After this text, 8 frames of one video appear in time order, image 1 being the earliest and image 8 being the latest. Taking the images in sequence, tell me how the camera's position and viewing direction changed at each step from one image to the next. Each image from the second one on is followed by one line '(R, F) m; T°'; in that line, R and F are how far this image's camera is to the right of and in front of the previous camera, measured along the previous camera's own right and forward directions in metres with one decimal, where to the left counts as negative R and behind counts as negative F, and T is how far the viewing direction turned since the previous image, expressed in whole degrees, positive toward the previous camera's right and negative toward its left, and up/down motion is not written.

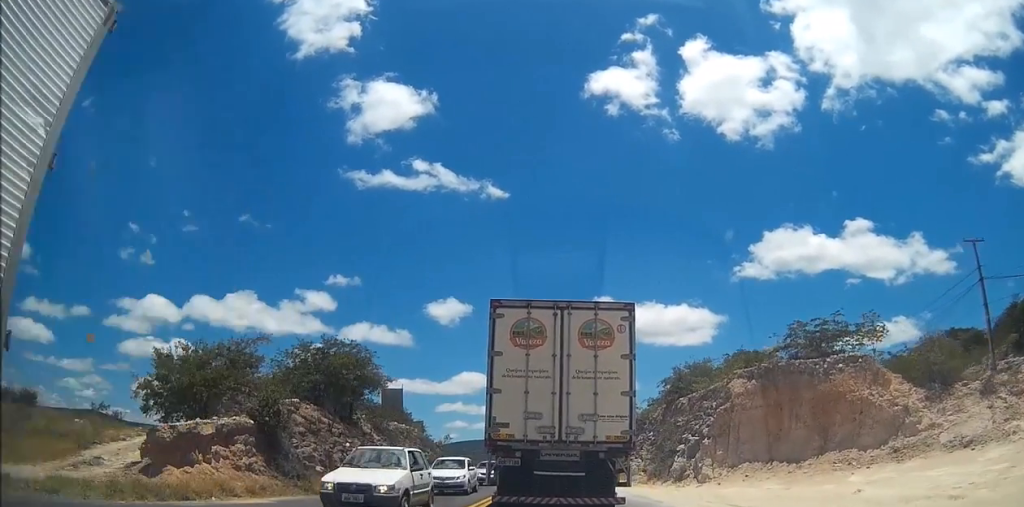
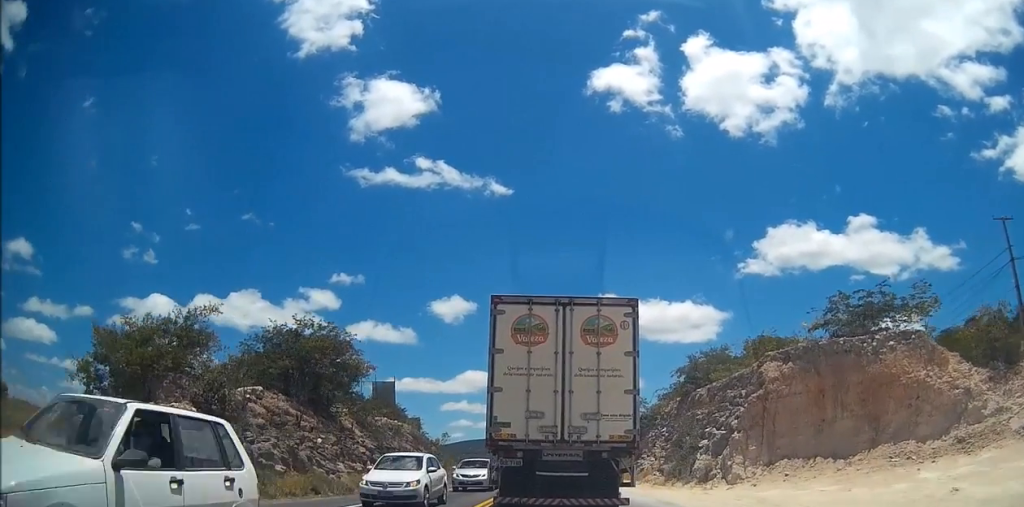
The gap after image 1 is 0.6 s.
(0.0, +3.8) m; 0°
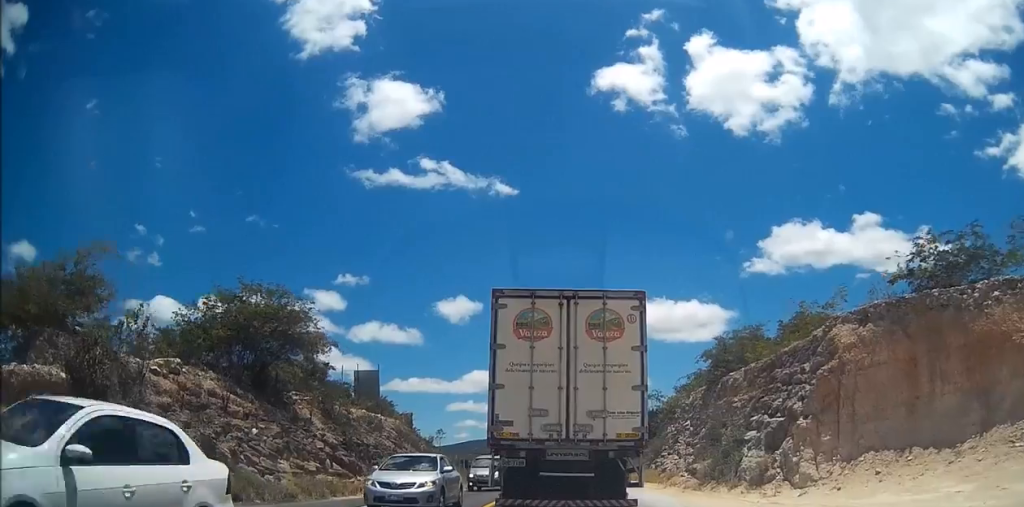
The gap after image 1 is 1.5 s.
(0.0, +5.8) m; -2°
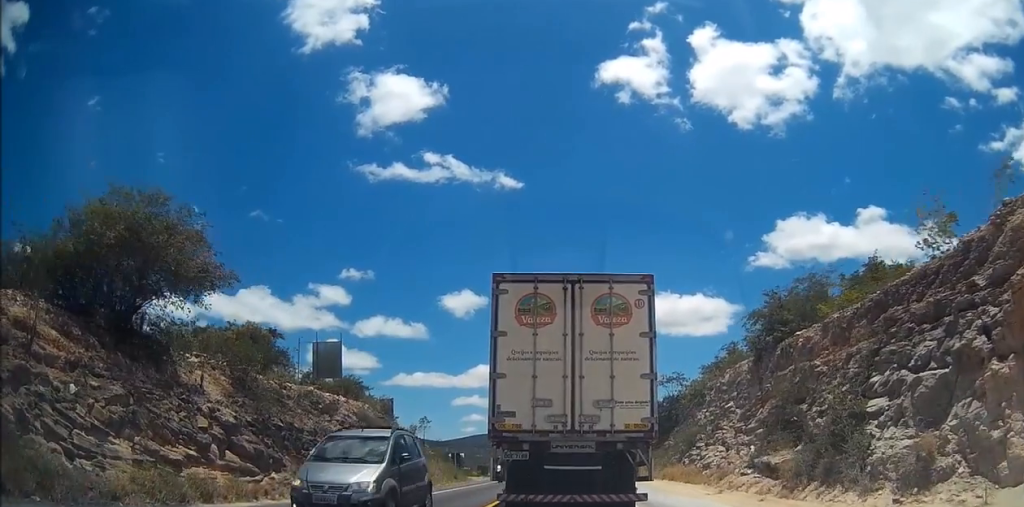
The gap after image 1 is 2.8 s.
(-0.1, +8.5) m; -1°
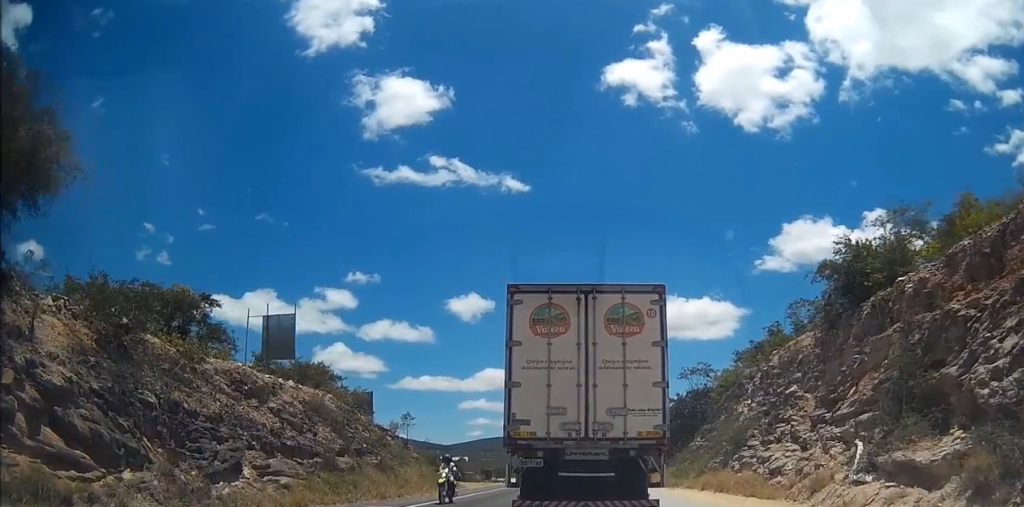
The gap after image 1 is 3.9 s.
(0.0, +7.3) m; 0°
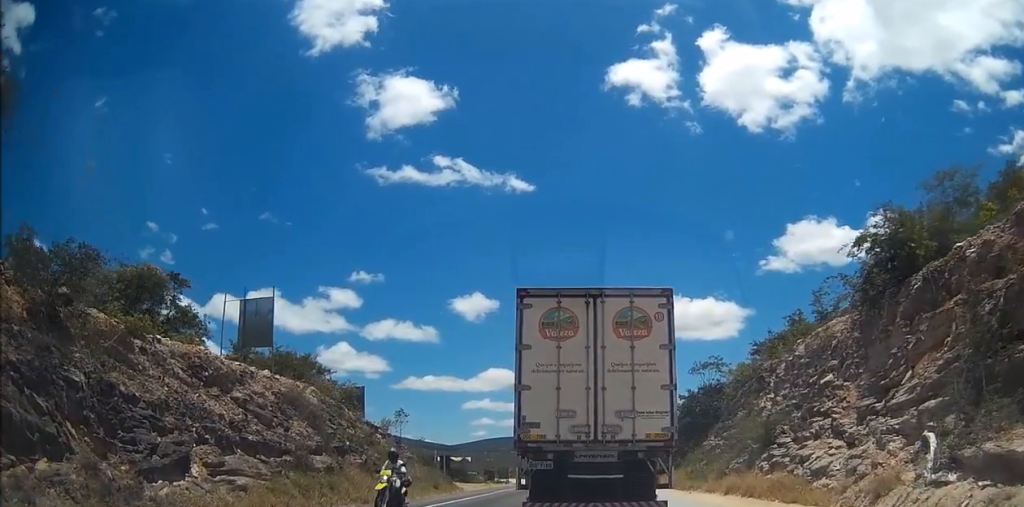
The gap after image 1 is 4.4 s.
(0.0, +2.8) m; 0°
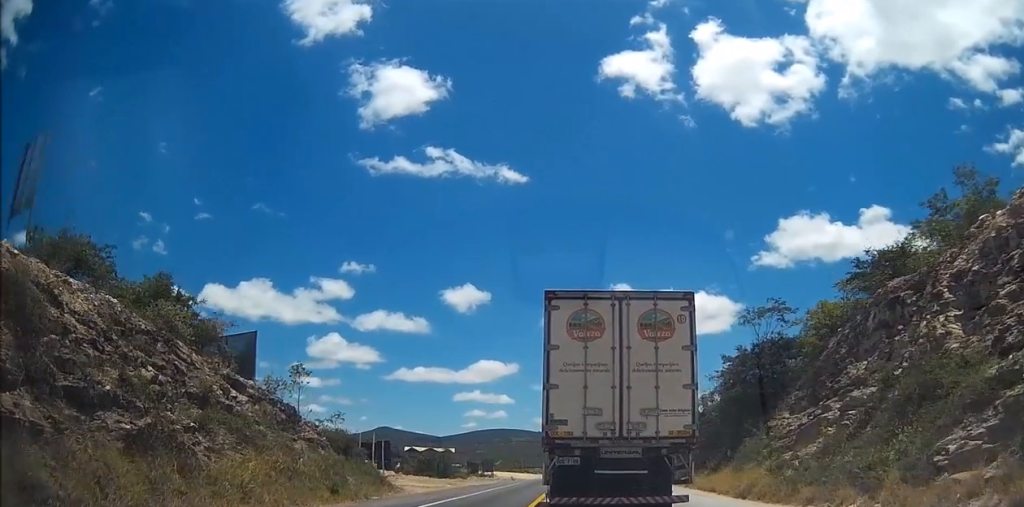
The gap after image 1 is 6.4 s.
(+0.1, +14.1) m; +2°
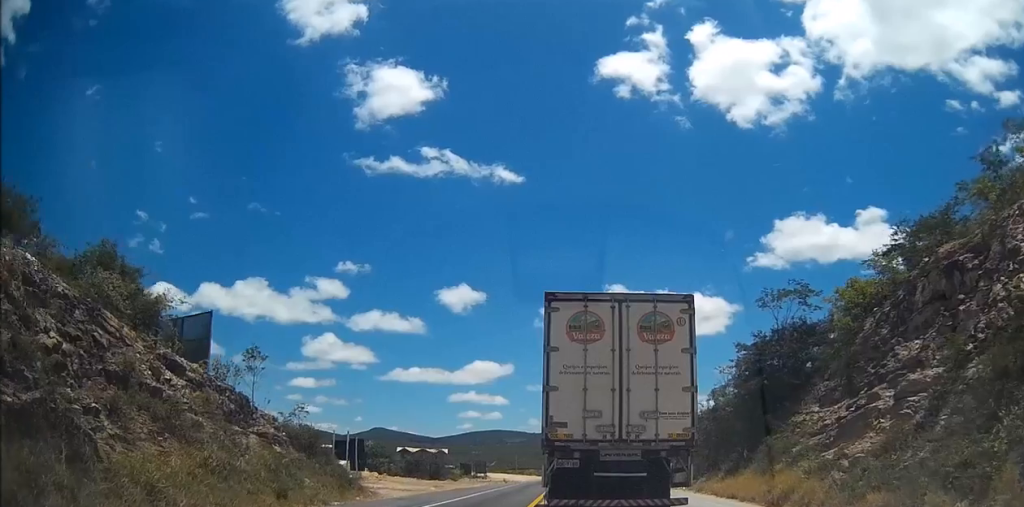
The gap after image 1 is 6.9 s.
(+0.1, +3.5) m; +1°
